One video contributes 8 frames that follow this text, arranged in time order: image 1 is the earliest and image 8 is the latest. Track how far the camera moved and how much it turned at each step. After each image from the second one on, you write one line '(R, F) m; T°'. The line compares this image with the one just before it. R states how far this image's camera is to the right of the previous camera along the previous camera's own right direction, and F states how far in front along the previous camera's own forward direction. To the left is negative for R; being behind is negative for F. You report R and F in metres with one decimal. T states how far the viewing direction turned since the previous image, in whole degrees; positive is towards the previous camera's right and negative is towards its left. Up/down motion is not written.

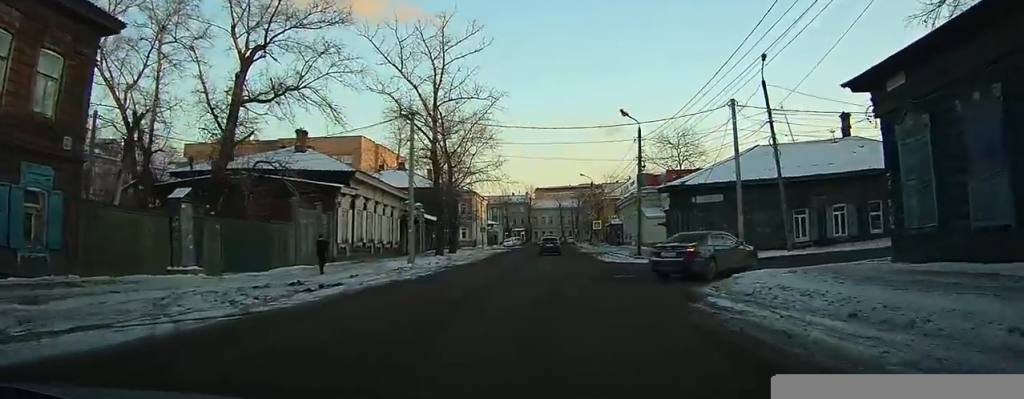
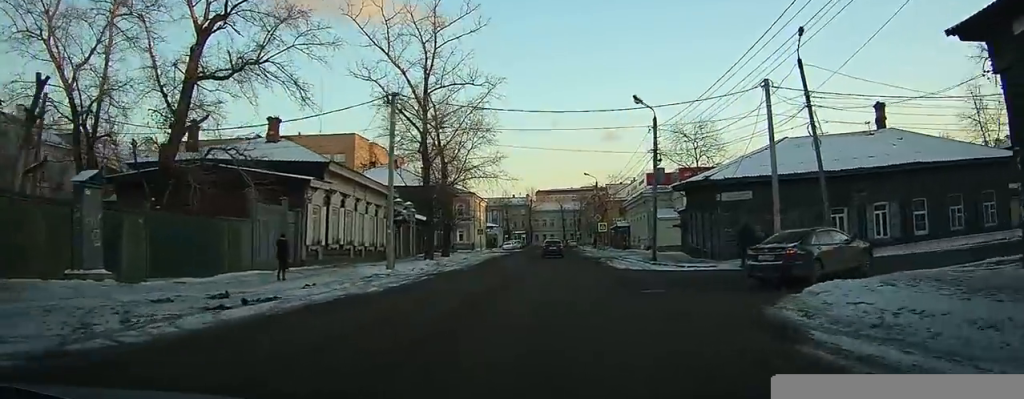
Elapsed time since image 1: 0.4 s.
(0.0, +4.6) m; 0°
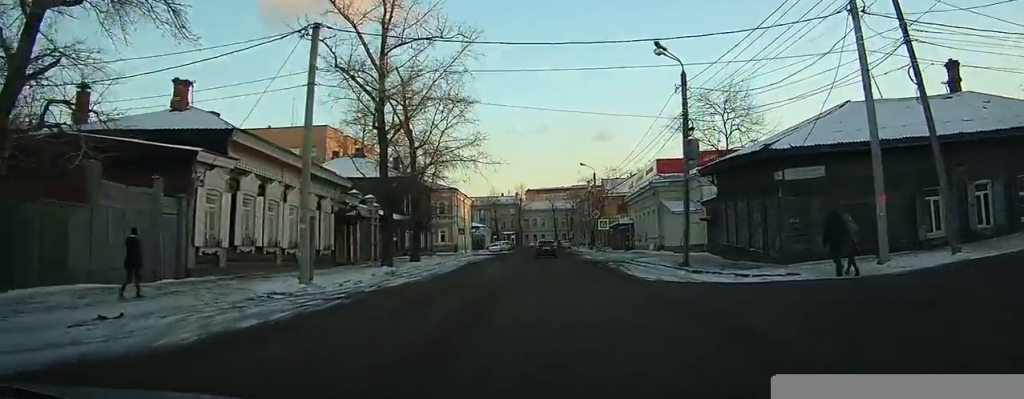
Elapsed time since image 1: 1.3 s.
(0.0, +9.0) m; 0°
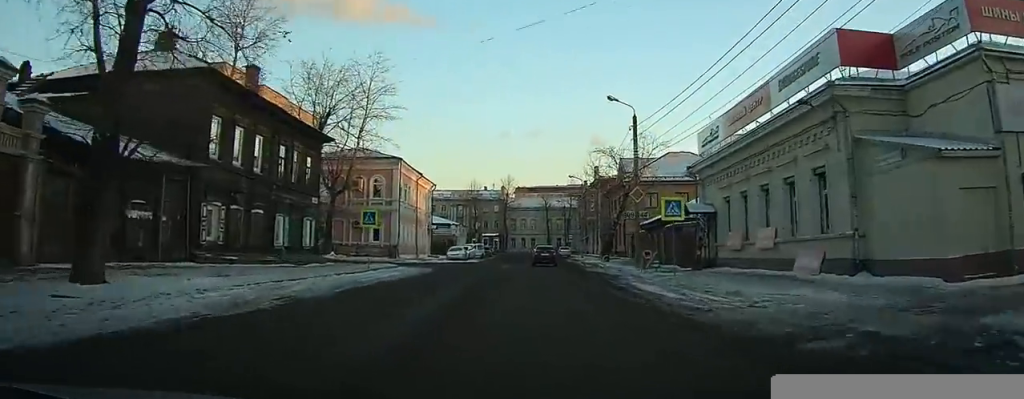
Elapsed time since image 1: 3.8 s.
(+0.7, +29.3) m; +2°
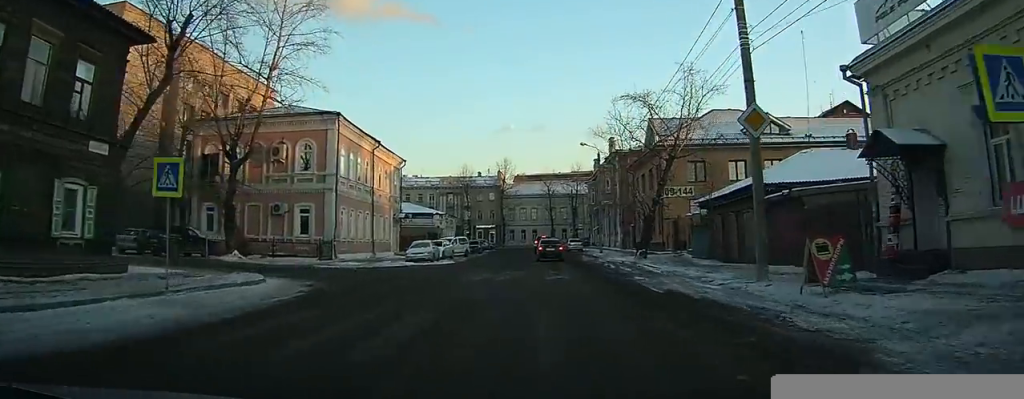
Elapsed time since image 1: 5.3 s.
(+0.2, +17.8) m; +1°
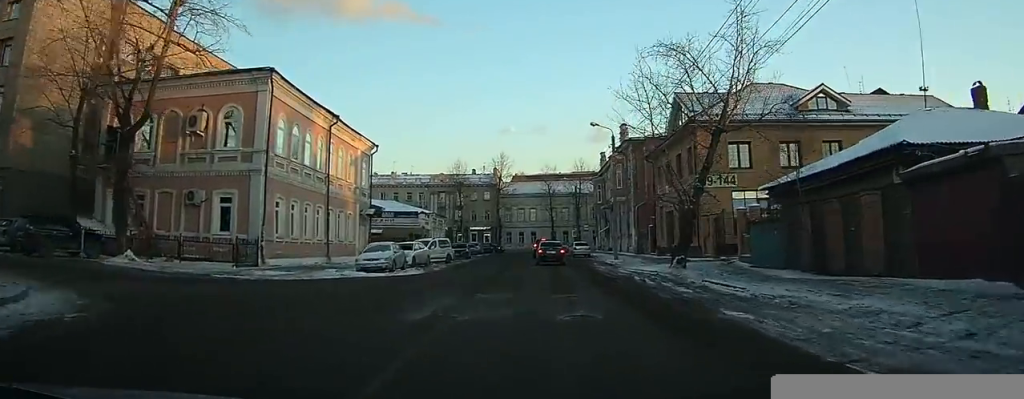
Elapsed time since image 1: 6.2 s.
(0.0, +10.5) m; -1°
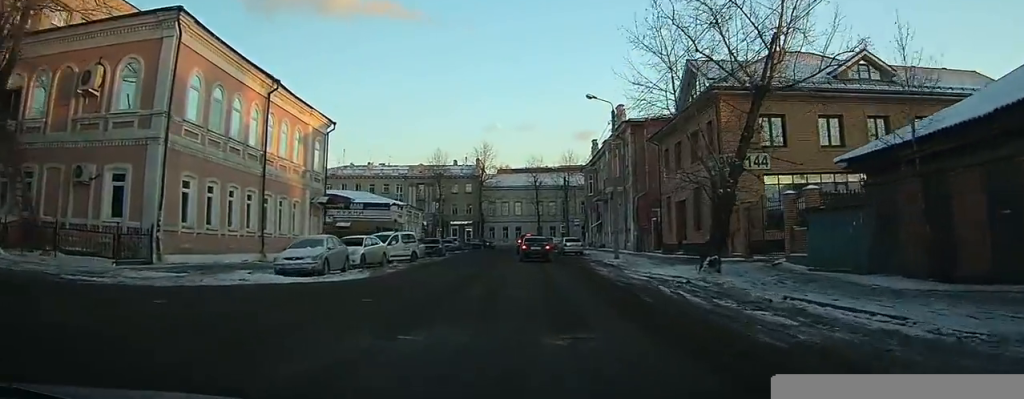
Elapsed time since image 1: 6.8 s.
(-0.1, +7.6) m; 0°
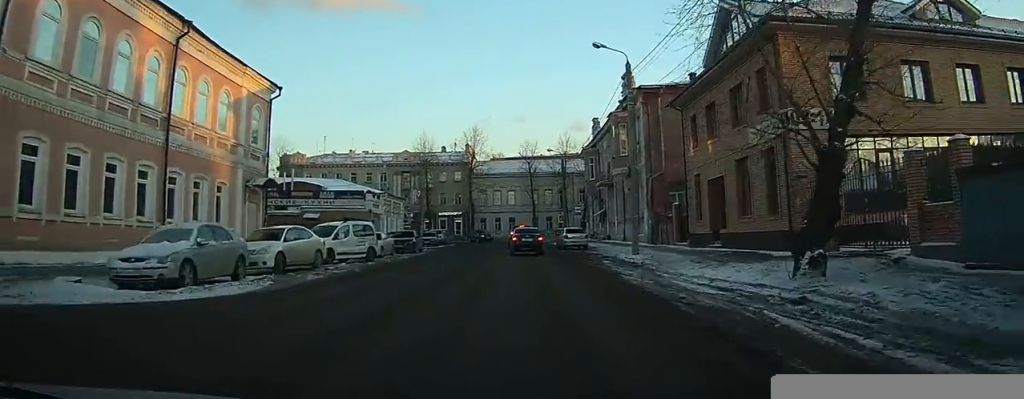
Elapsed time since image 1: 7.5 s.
(0.0, +8.5) m; +1°
